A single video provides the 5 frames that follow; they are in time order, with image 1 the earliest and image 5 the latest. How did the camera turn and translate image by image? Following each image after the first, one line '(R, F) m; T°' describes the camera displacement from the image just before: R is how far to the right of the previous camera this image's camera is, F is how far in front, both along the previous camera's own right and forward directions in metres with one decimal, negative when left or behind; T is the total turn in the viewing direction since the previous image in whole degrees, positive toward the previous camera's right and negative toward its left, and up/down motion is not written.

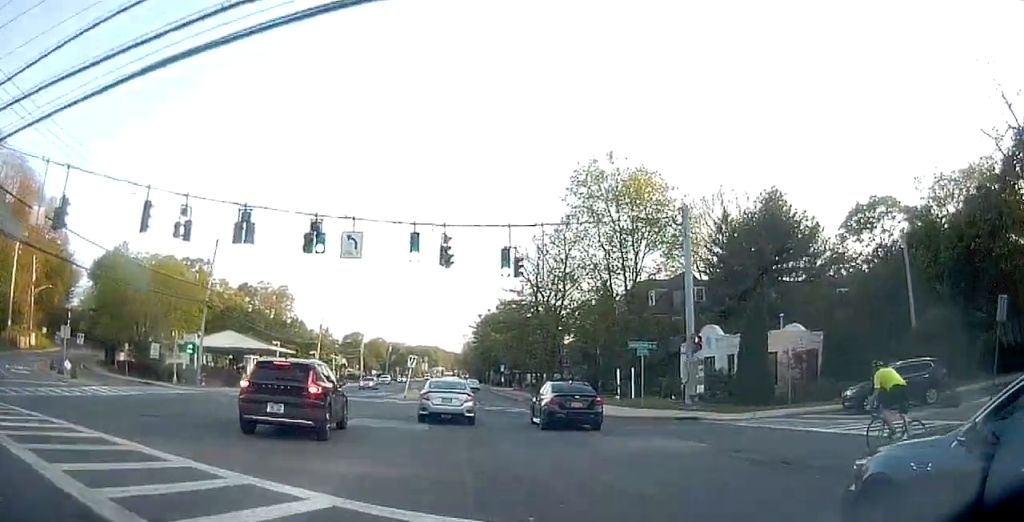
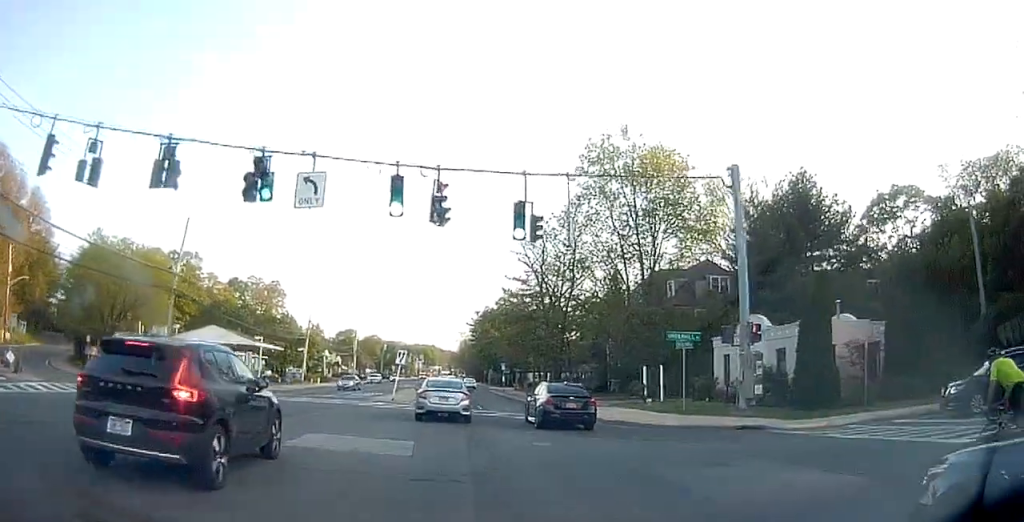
(+0.1, +6.1) m; 0°
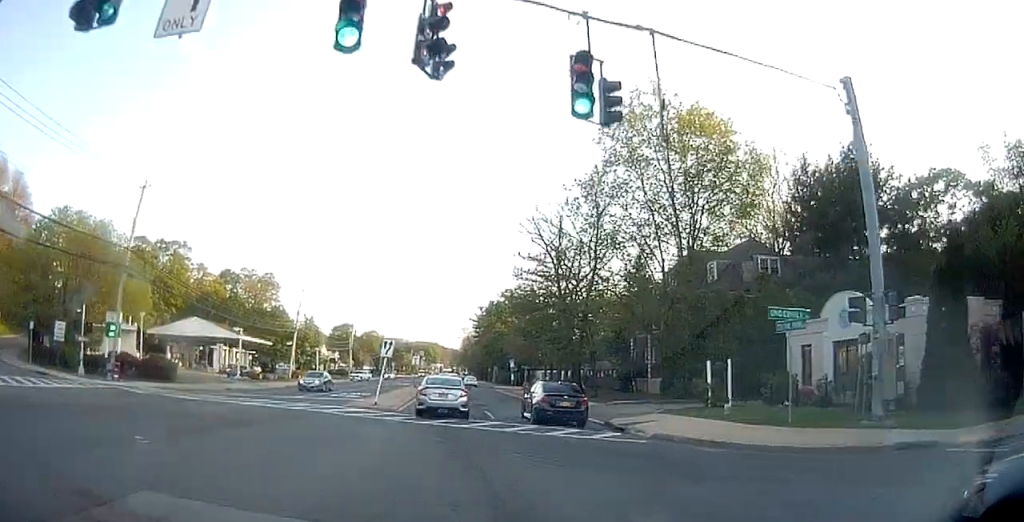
(-0.1, +8.4) m; -1°
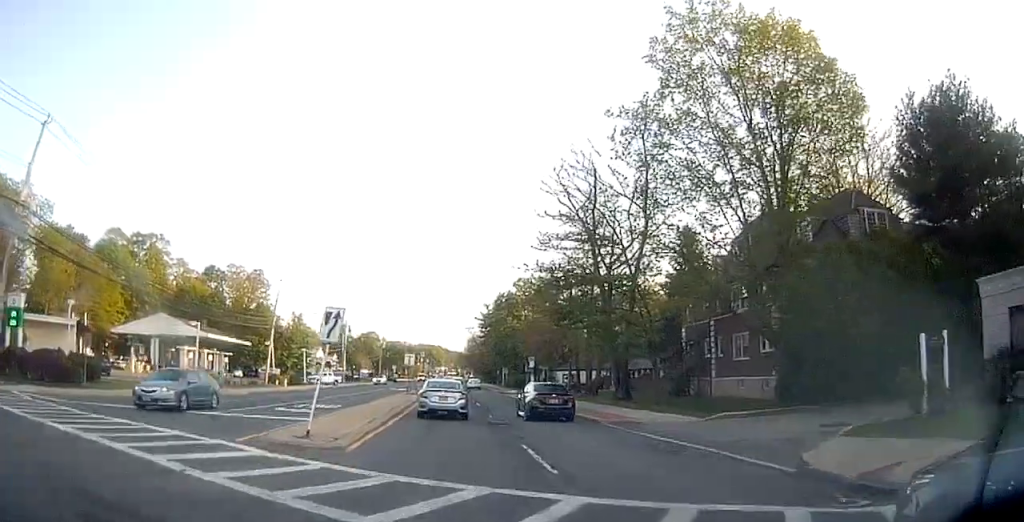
(-0.2, +12.6) m; +1°
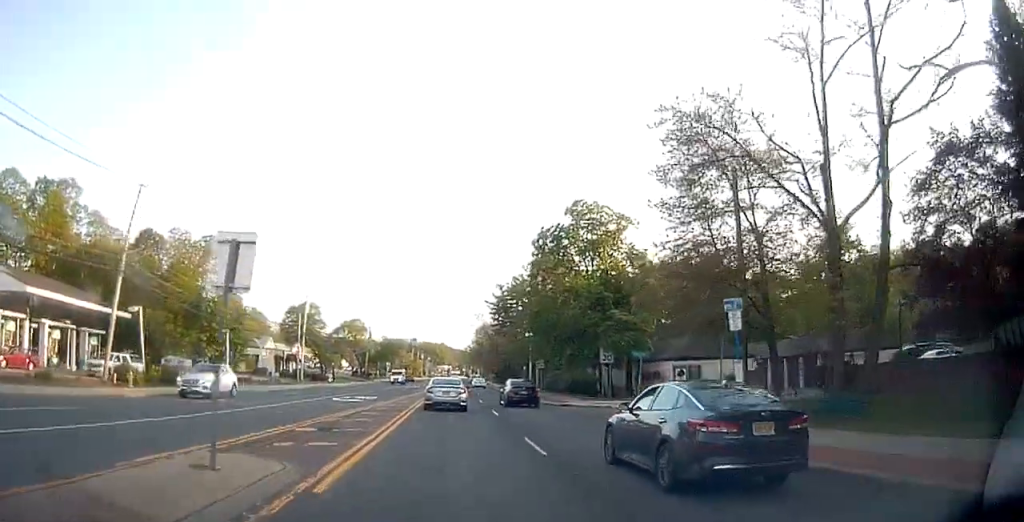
(+0.6, +36.0) m; 0°
